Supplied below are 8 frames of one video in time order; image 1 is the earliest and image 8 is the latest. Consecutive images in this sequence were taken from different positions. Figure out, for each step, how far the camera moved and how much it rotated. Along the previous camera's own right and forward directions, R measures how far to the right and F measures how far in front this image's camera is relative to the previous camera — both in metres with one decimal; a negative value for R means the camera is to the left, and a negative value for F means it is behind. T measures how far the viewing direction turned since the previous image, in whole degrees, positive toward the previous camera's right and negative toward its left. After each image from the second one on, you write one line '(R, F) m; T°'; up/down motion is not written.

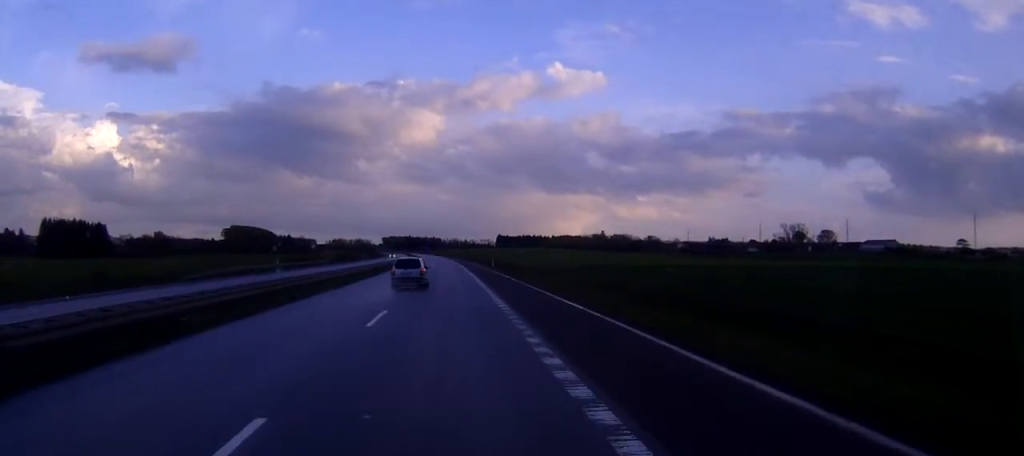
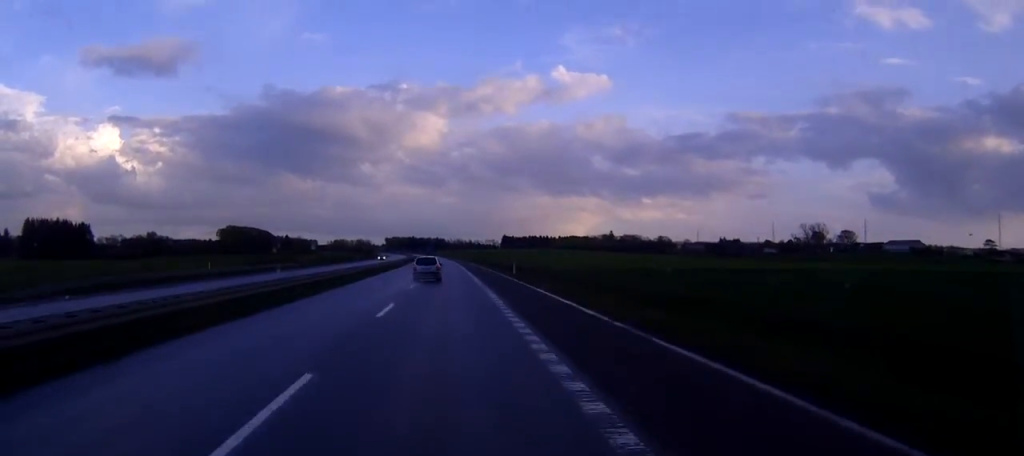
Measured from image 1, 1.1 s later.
(-0.1, +27.1) m; 0°
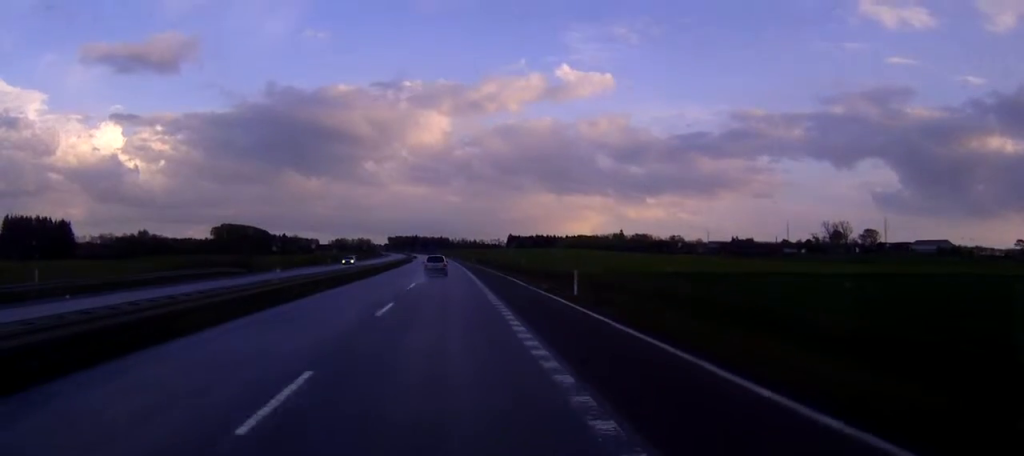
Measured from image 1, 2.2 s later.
(-0.1, +29.6) m; 0°
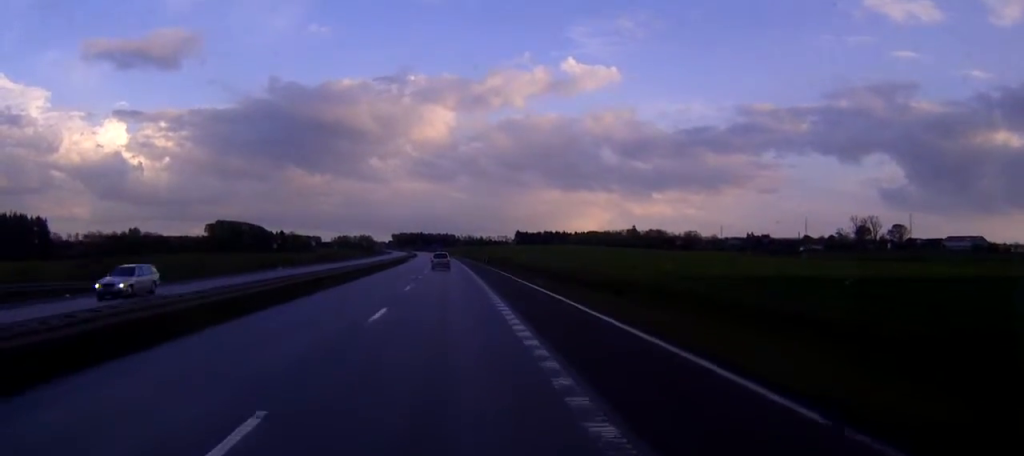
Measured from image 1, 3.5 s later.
(-0.2, +33.0) m; -1°
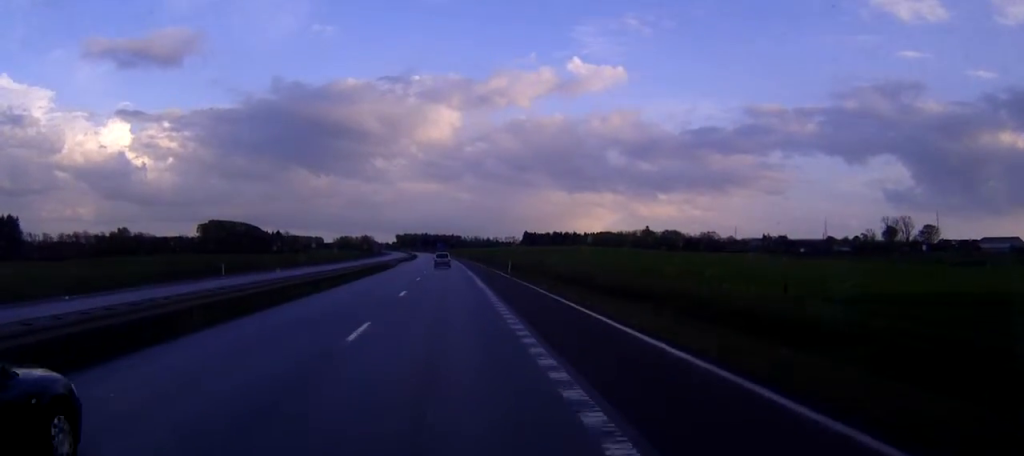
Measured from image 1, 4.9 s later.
(-0.2, +33.9) m; 0°
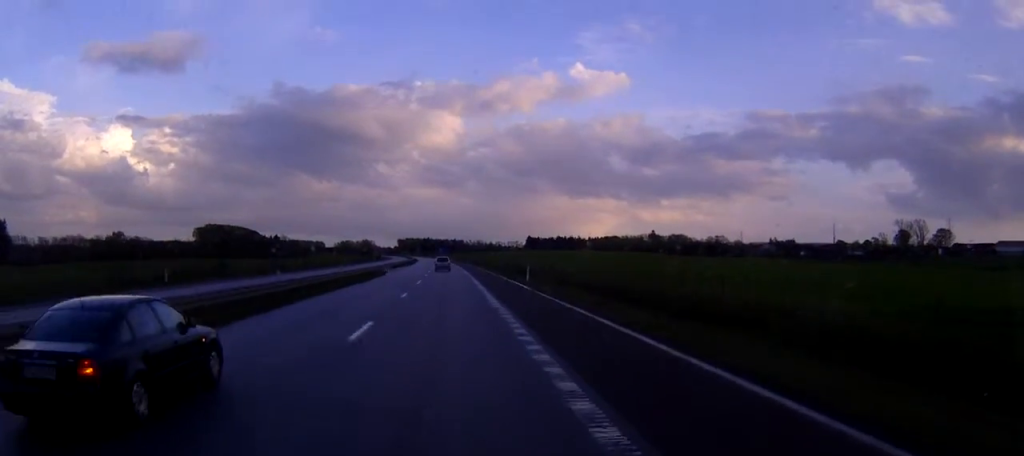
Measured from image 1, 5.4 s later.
(0.0, +14.4) m; 0°
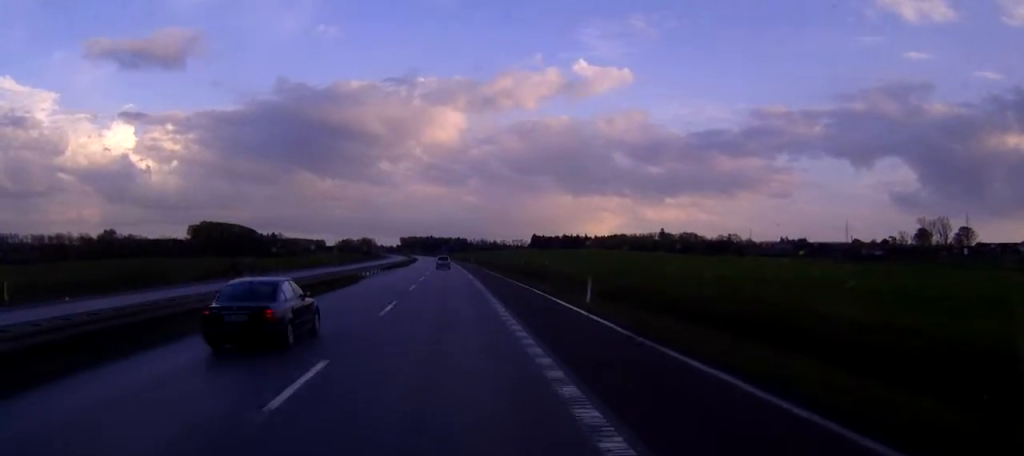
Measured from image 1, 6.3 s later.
(0.0, +22.0) m; 0°
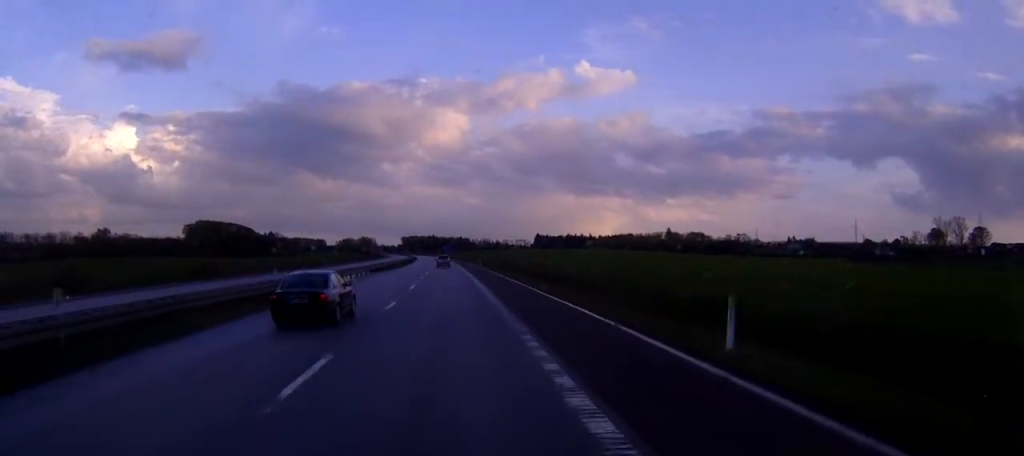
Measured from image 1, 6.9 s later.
(0.0, +14.4) m; 0°
